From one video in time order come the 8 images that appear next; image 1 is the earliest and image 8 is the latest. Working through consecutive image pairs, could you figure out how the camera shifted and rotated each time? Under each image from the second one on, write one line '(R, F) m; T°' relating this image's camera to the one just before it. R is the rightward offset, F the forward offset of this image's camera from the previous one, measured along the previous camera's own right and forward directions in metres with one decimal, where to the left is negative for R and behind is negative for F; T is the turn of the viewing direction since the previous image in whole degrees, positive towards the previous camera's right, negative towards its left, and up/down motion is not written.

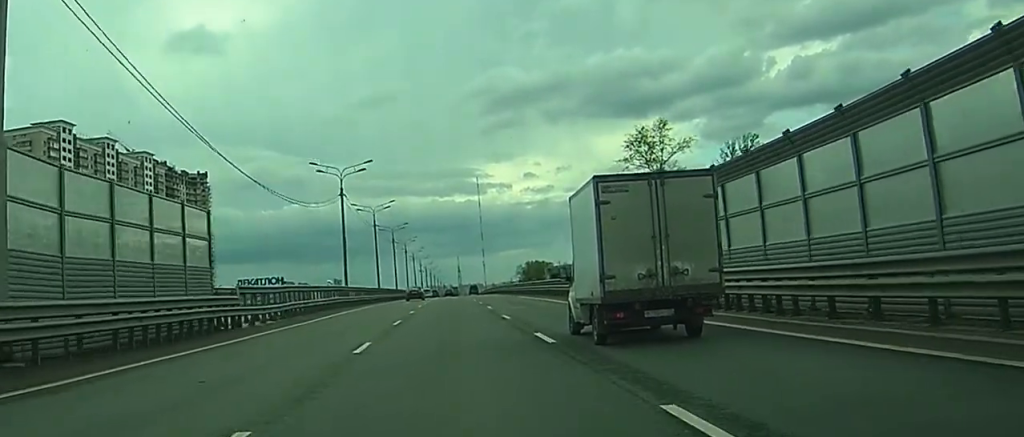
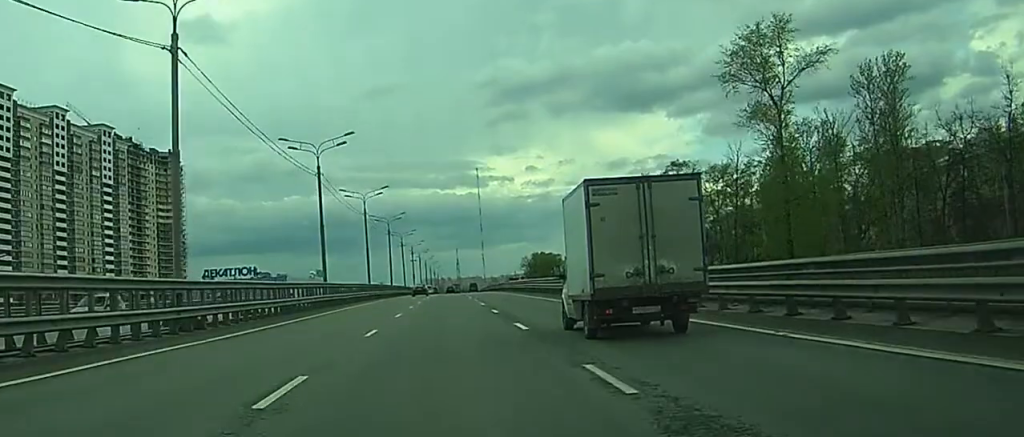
(-1.6, +46.7) m; -3°
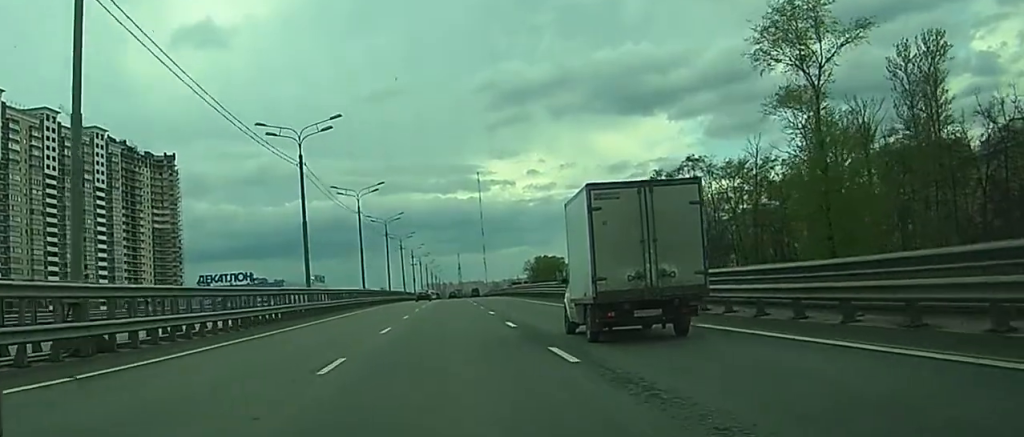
(0.0, +8.5) m; 0°
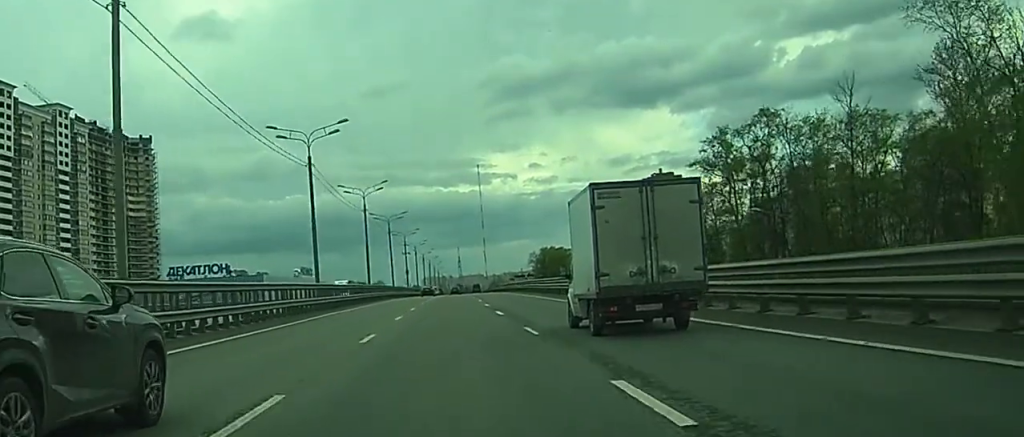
(-0.3, +31.9) m; -1°
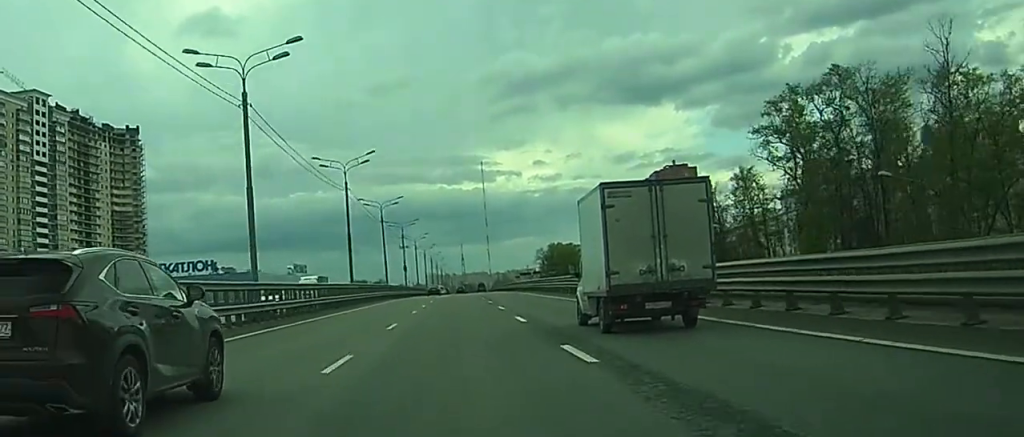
(-0.1, +18.3) m; +1°
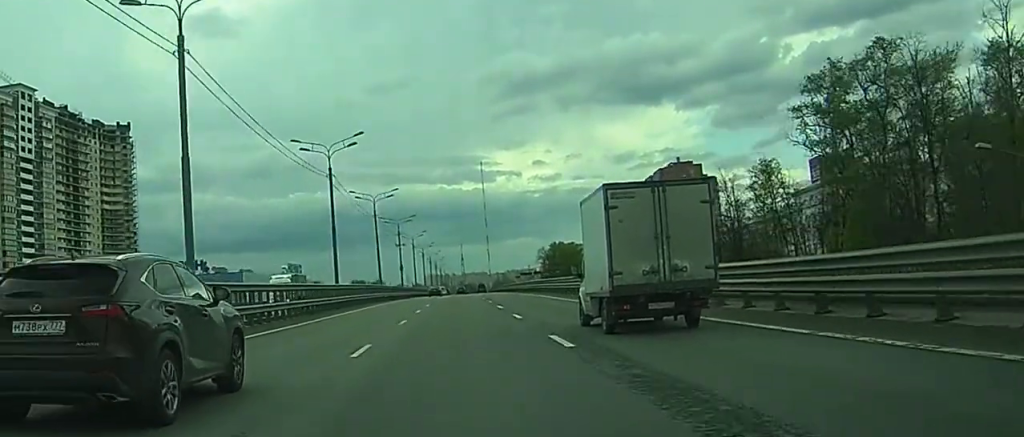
(+0.1, +8.3) m; +1°
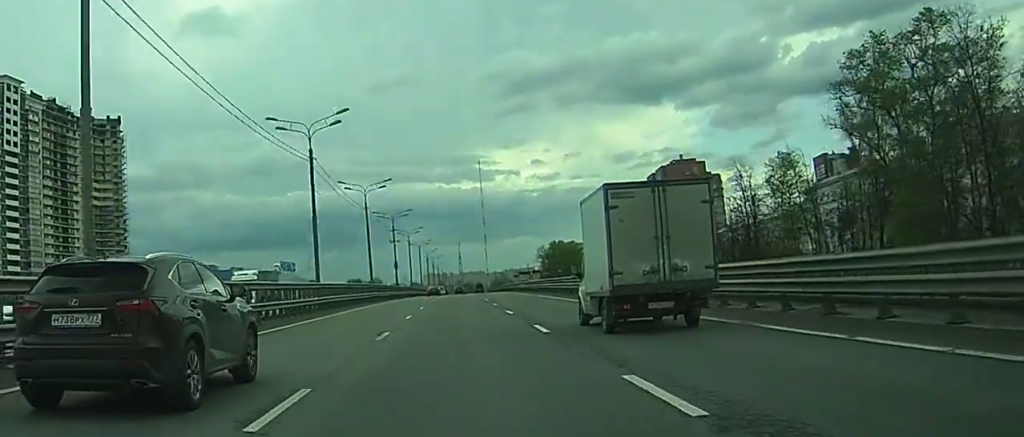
(+0.1, +7.1) m; +1°
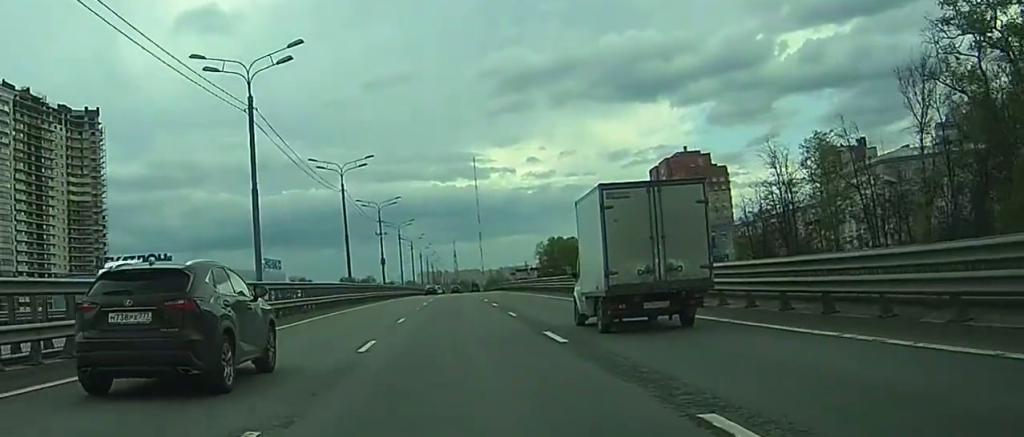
(+0.4, +14.4) m; +2°
